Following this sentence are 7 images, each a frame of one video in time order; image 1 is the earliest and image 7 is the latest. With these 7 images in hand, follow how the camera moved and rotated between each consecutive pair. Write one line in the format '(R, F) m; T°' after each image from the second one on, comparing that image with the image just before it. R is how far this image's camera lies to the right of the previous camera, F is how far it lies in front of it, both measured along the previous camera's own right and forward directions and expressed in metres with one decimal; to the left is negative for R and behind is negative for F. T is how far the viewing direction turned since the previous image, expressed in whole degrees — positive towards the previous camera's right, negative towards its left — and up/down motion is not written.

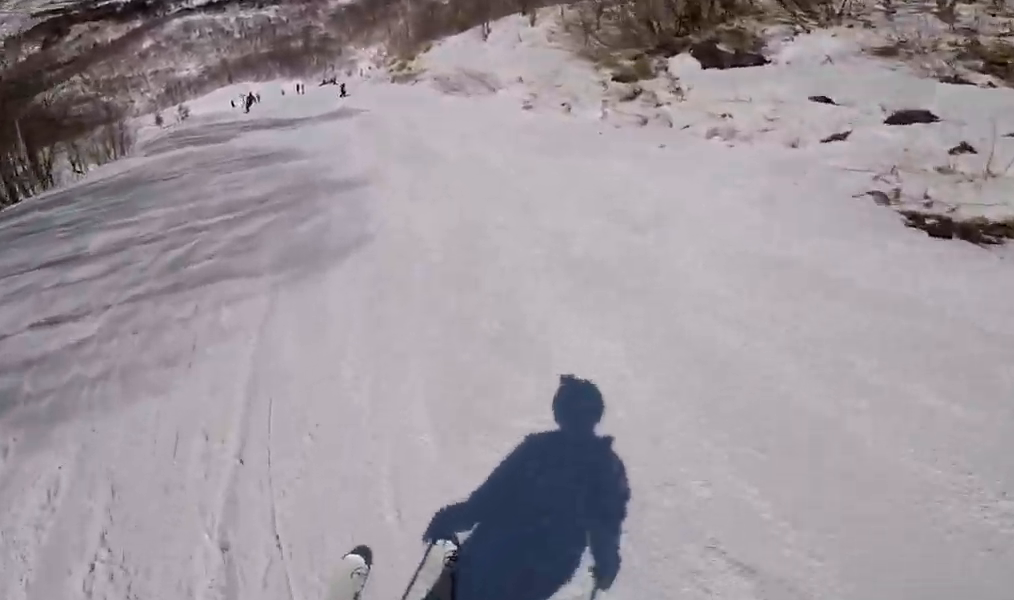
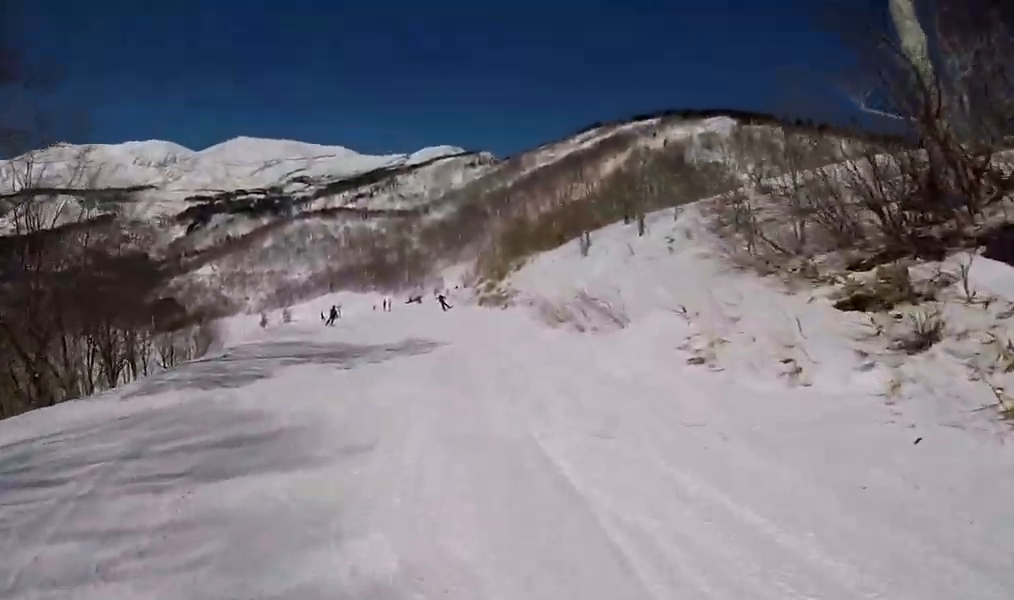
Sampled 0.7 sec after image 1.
(+0.7, +4.4) m; -3°
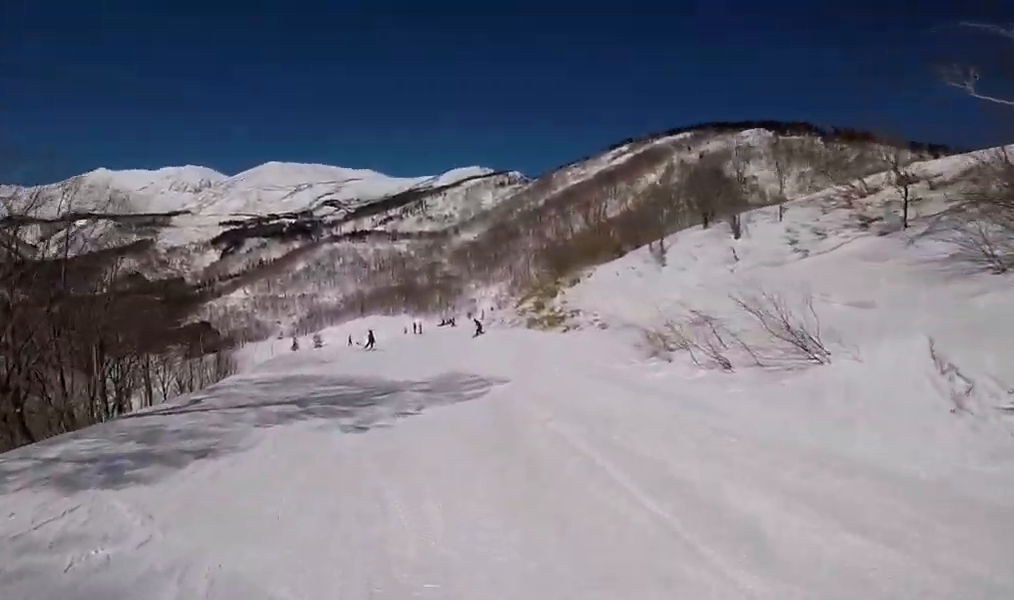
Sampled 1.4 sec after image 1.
(-1.0, +4.2) m; -11°
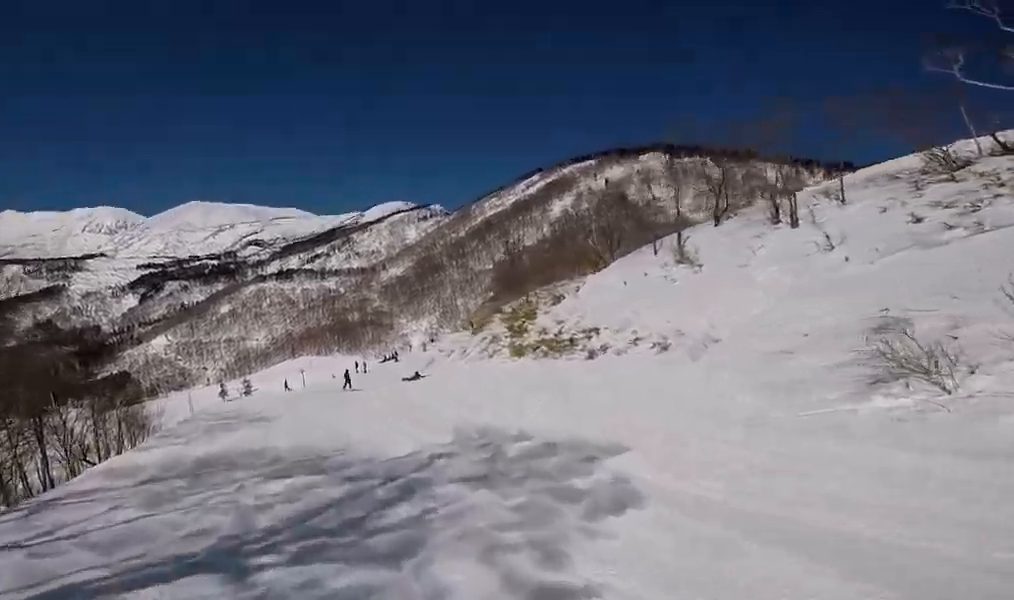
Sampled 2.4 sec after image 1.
(-0.2, +6.4) m; +5°
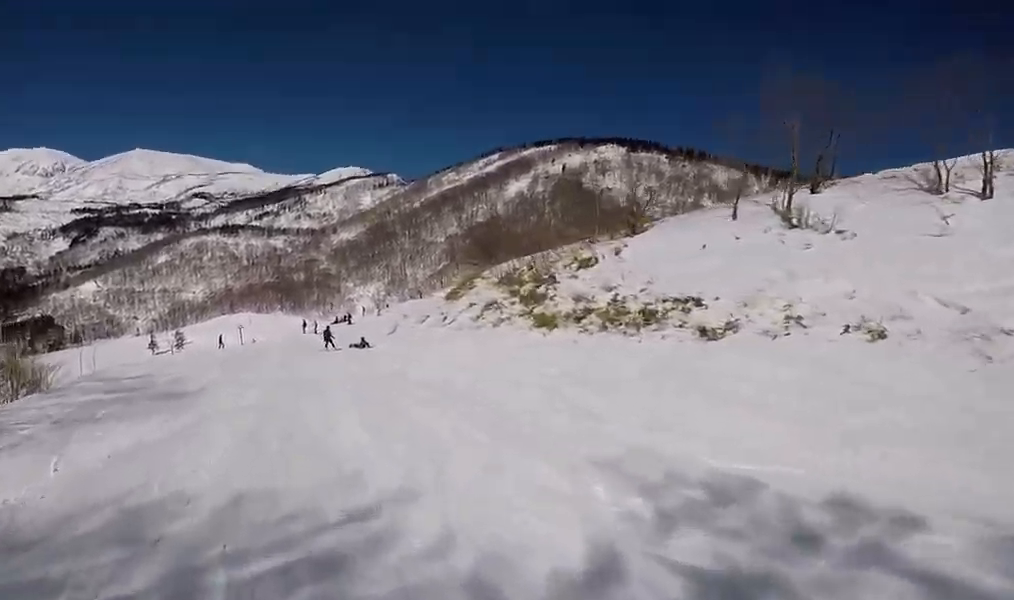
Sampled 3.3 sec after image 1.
(+0.7, +6.5) m; +7°
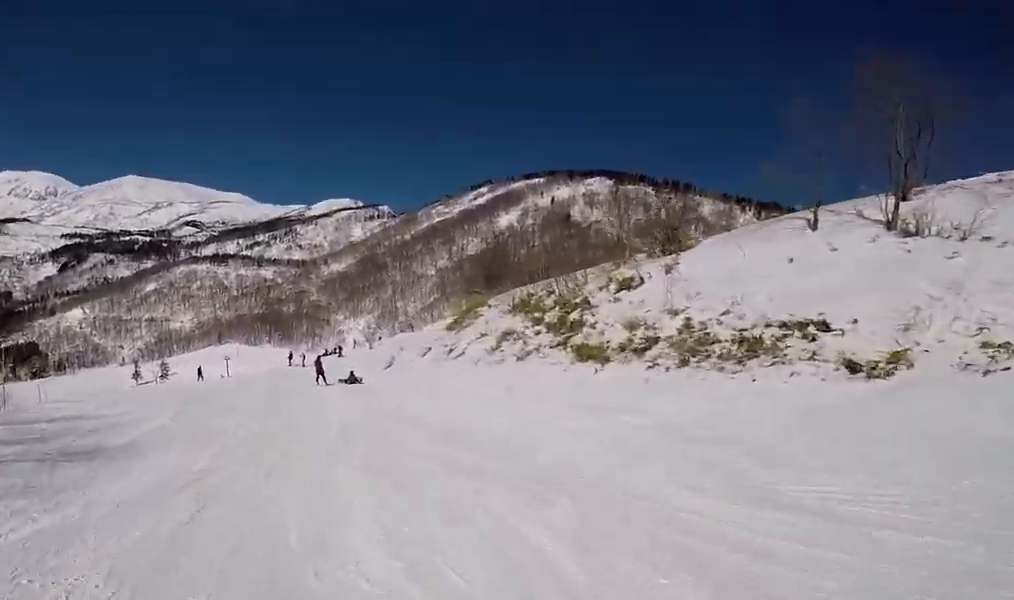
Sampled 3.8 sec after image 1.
(+0.1, +3.7) m; -2°
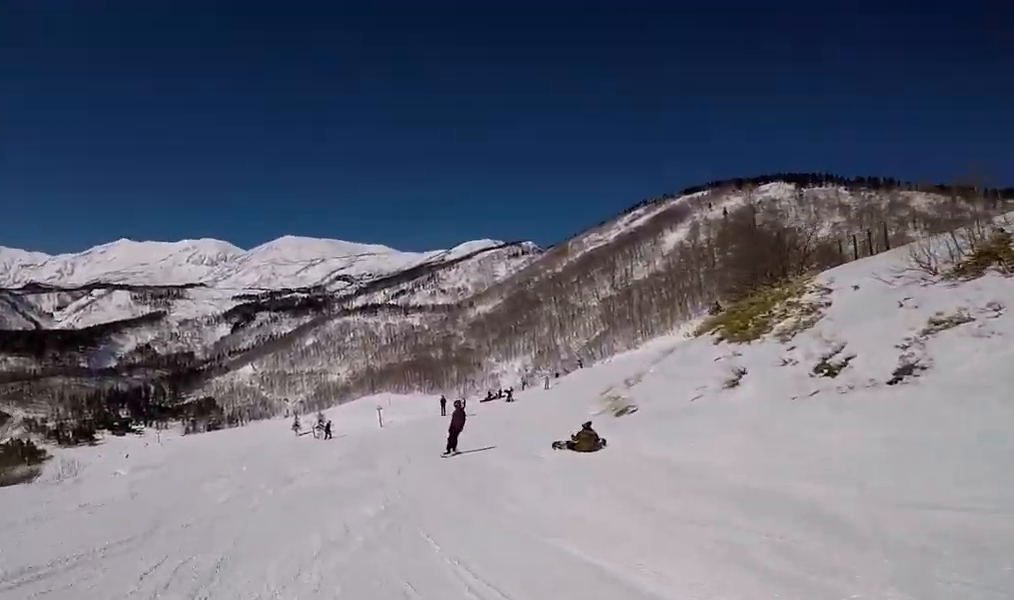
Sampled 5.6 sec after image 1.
(-2.9, +13.3) m; -11°
